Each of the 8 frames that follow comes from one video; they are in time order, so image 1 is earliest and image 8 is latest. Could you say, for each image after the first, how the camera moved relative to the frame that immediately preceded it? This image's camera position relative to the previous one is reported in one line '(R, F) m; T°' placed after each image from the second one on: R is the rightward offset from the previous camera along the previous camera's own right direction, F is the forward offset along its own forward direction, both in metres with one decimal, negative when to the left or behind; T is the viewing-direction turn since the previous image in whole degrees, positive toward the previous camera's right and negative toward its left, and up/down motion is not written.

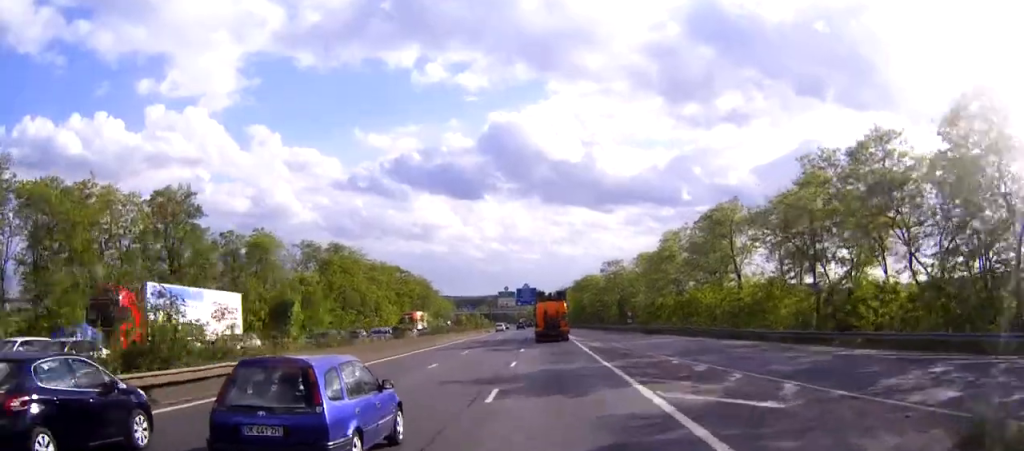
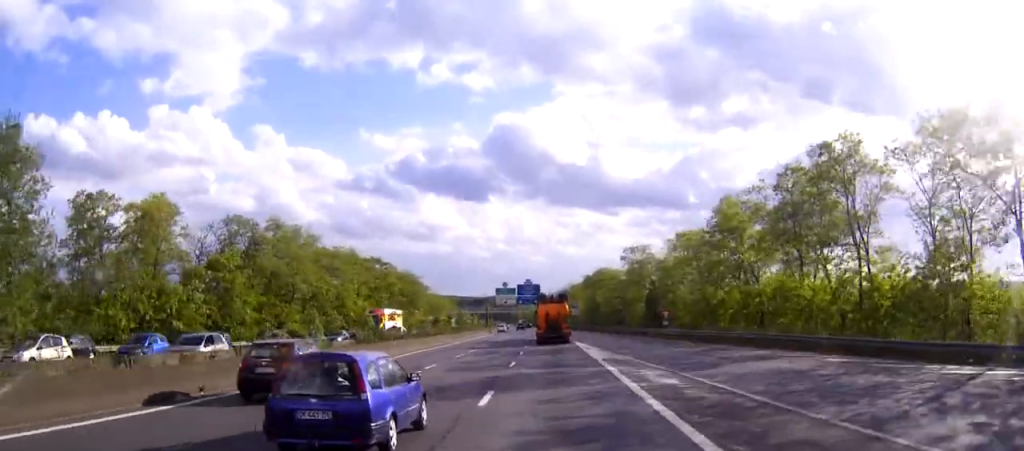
(-0.1, +26.3) m; 0°
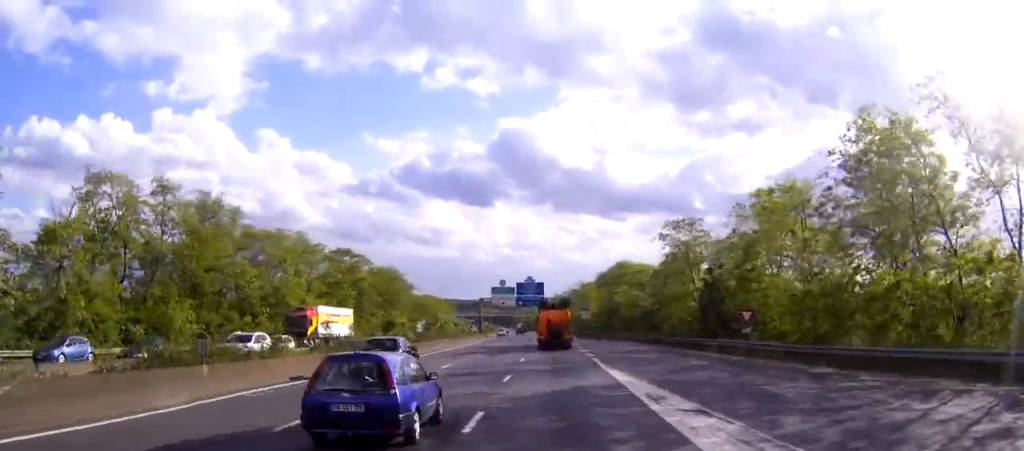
(-0.1, +27.2) m; 0°
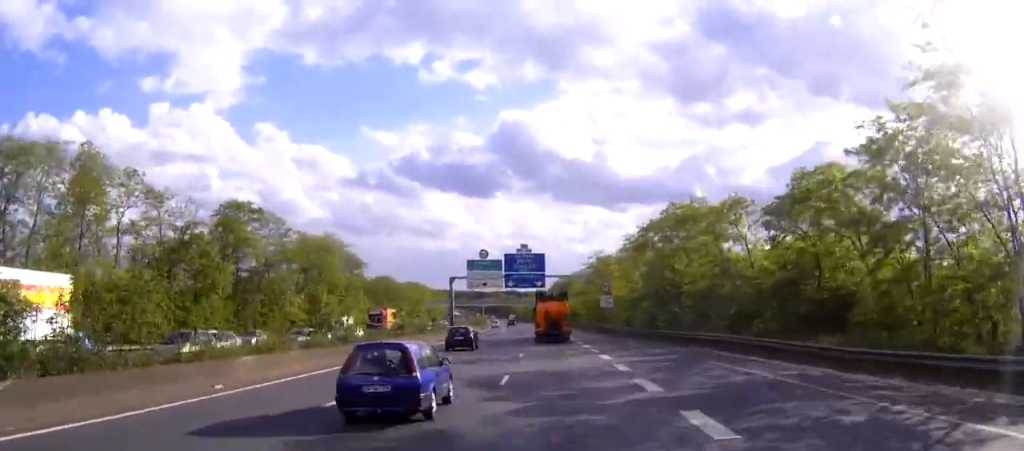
(-0.2, +45.8) m; 0°
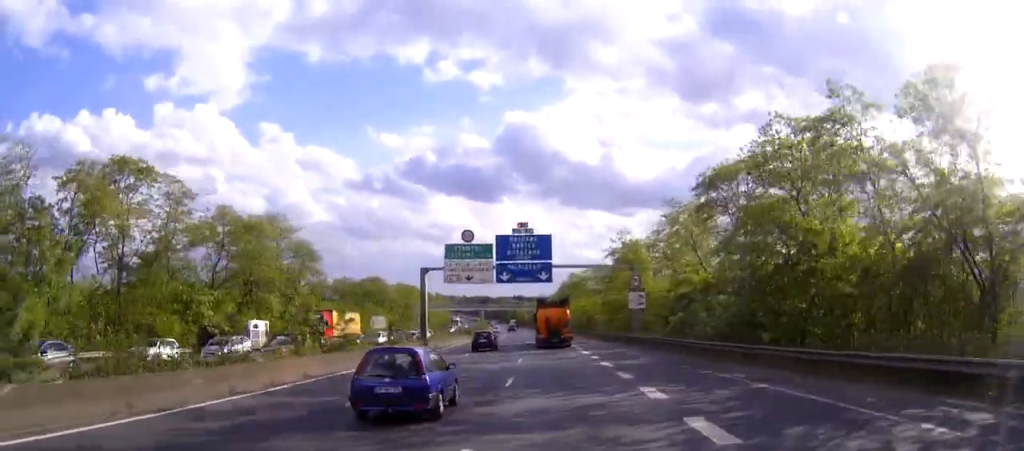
(-0.1, +26.3) m; 0°
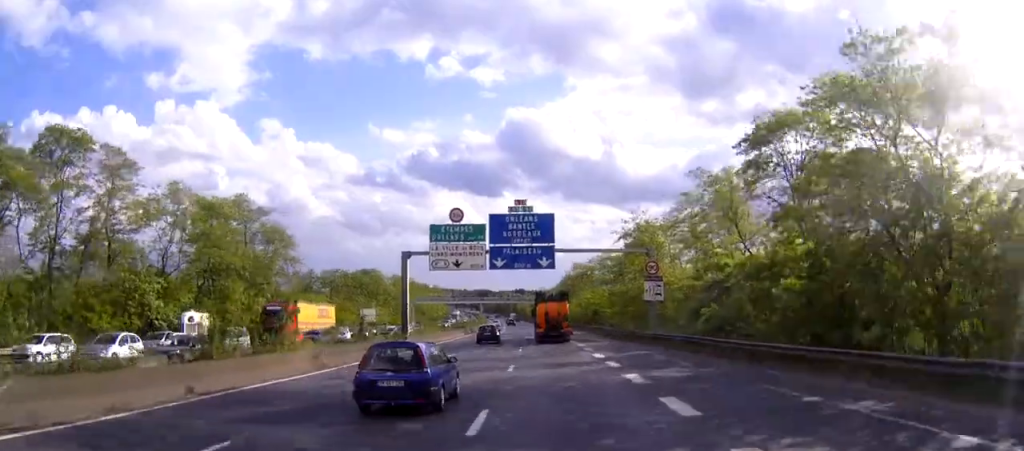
(0.0, +10.2) m; 0°
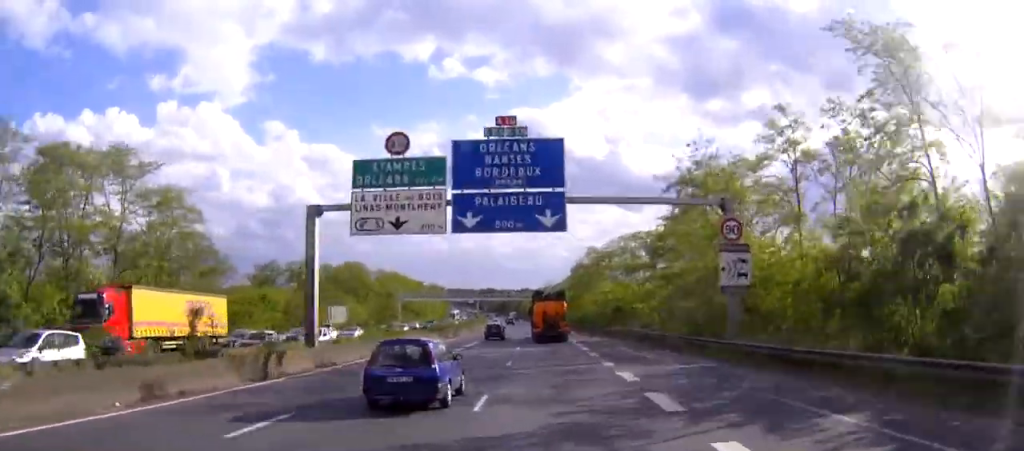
(0.0, +25.5) m; -1°
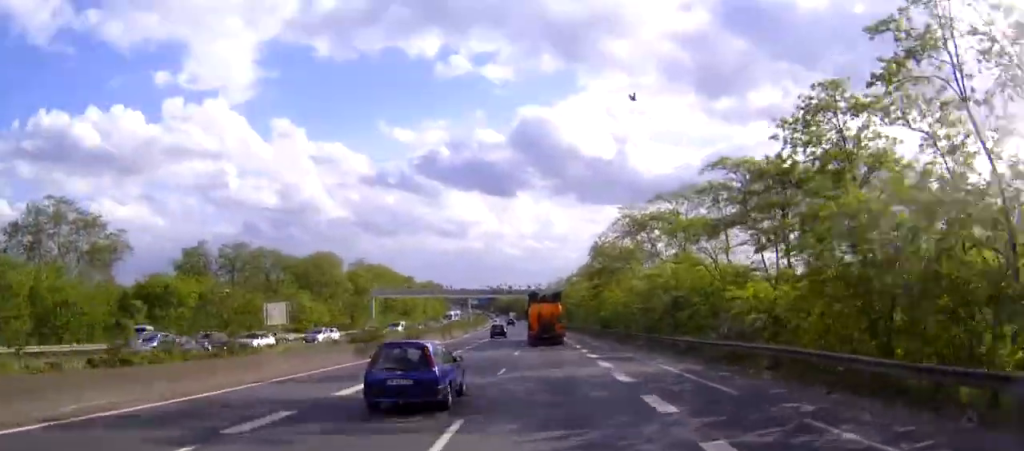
(-0.4, +32.3) m; -1°
